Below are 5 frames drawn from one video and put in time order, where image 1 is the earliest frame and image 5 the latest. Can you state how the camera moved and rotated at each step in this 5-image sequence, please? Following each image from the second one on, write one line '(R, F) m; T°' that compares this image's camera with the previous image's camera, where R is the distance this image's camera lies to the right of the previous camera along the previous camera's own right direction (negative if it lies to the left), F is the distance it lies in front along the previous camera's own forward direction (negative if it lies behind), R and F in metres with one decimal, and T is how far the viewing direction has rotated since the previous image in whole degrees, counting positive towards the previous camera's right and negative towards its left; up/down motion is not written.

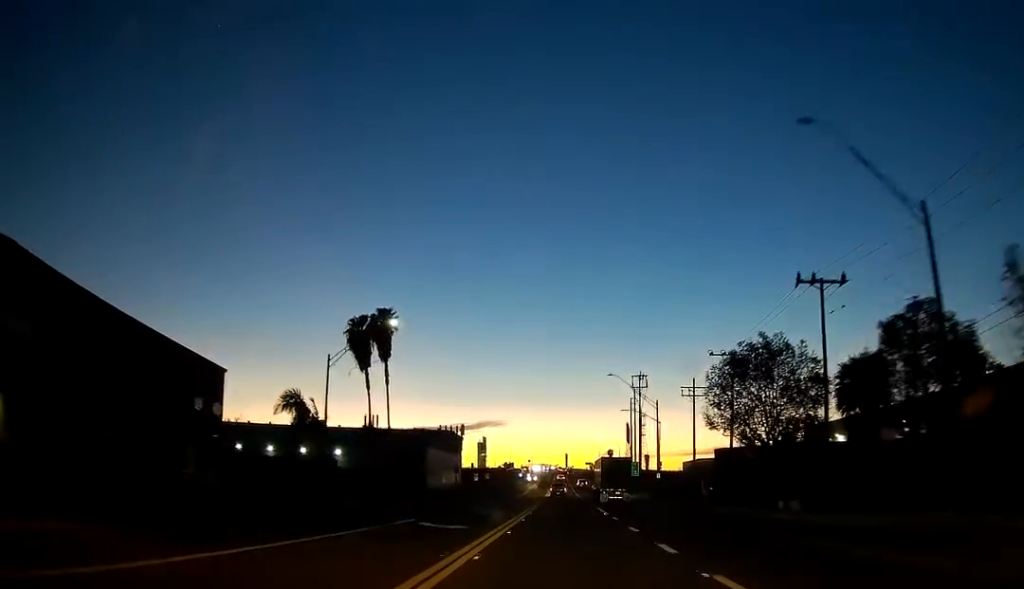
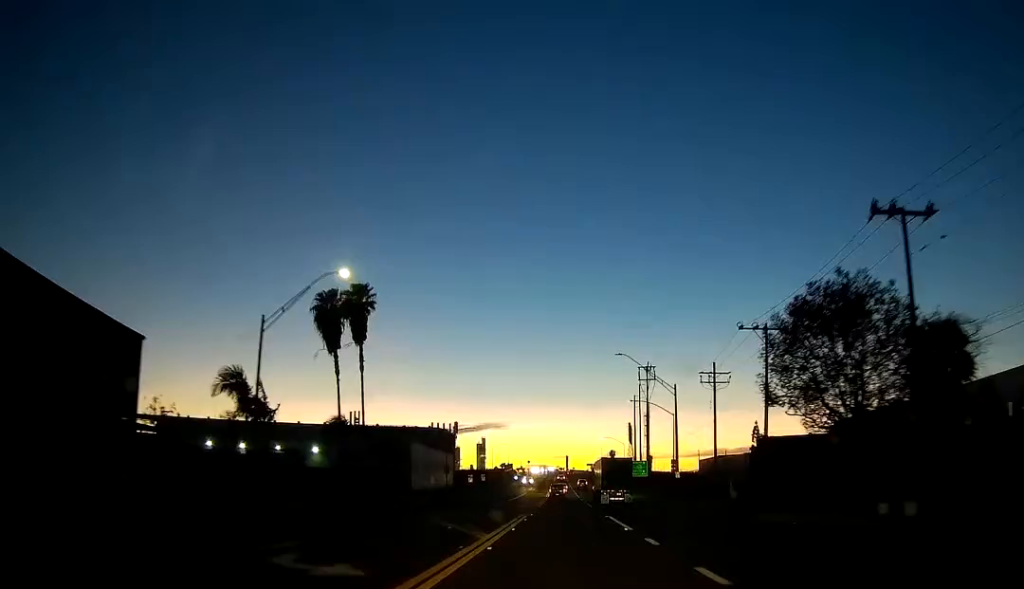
(0.0, +11.3) m; 0°
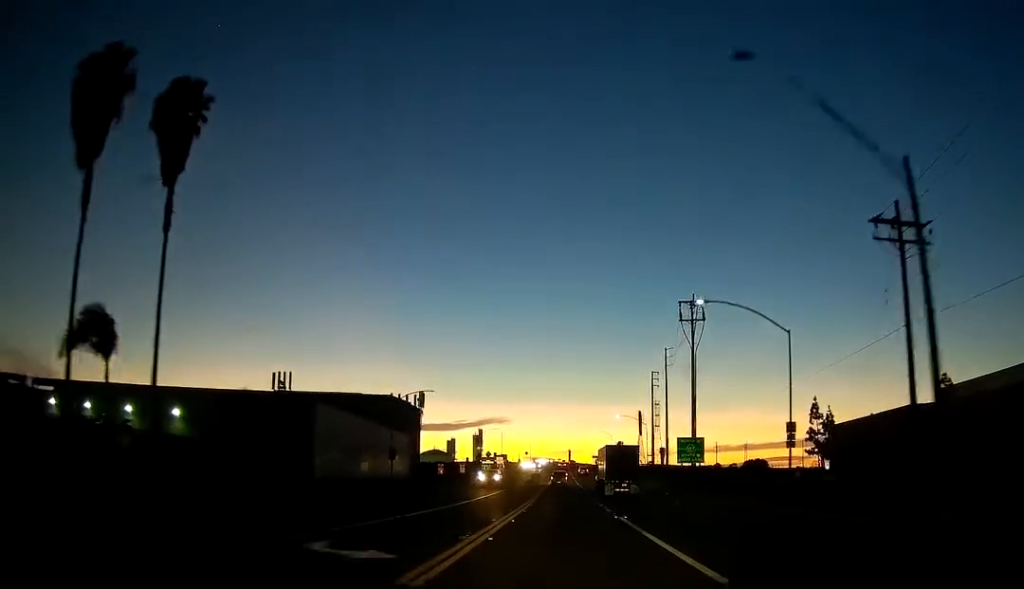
(+0.2, +43.1) m; 0°
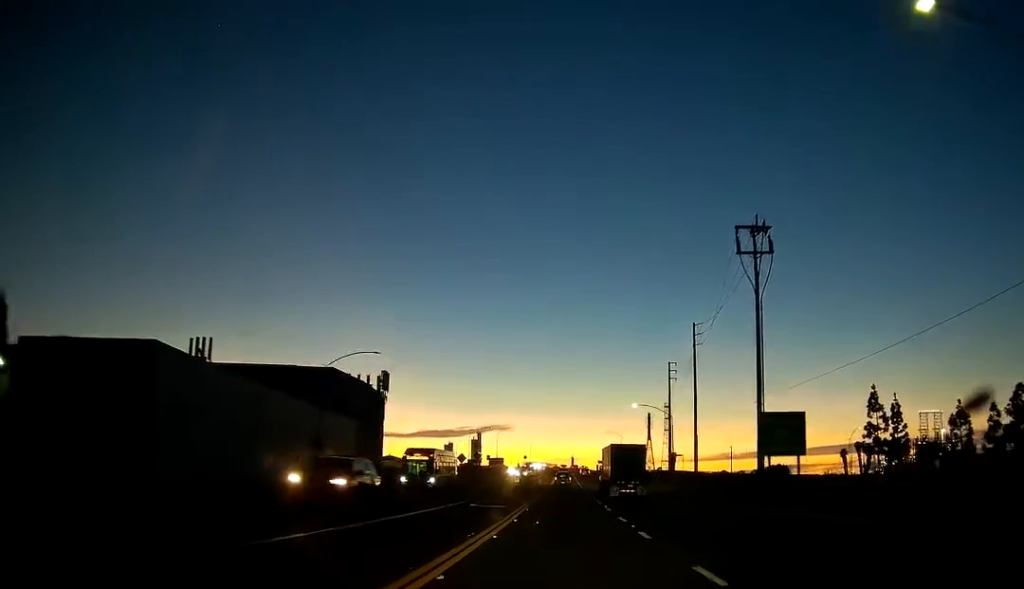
(-0.2, +28.9) m; -1°
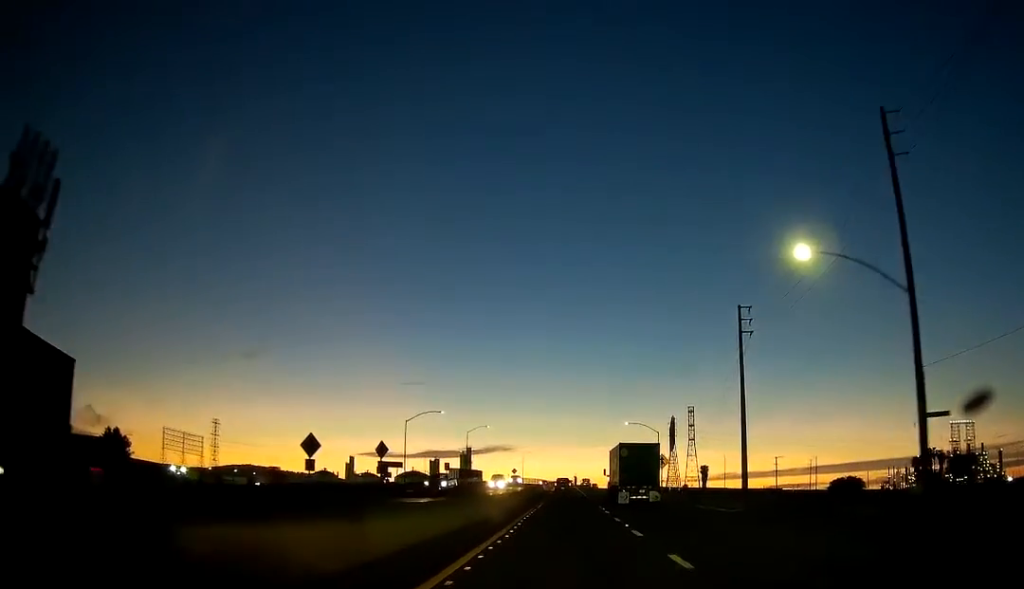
(+1.0, +71.8) m; +1°
